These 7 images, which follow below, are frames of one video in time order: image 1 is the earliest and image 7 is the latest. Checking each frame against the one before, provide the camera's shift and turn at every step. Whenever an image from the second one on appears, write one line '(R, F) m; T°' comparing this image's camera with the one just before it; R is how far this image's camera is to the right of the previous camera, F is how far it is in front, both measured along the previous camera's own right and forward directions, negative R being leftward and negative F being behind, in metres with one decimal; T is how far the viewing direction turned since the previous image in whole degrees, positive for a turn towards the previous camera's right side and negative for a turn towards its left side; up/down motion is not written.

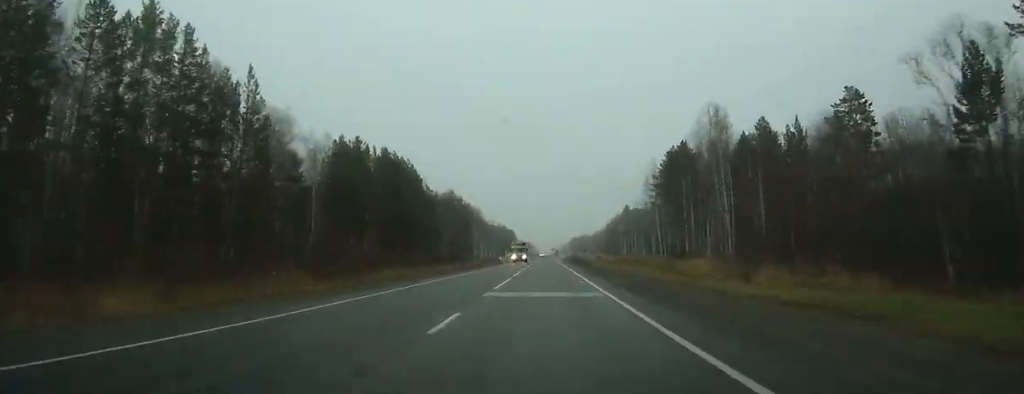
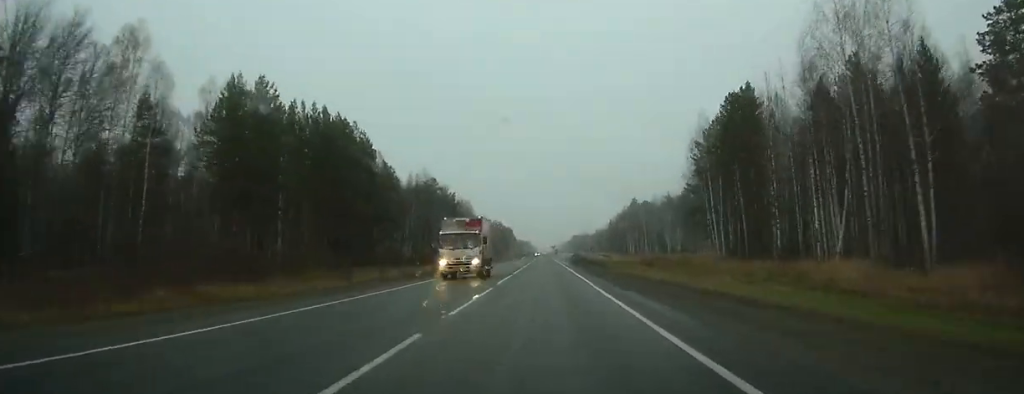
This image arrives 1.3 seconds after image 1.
(0.0, +34.0) m; 0°
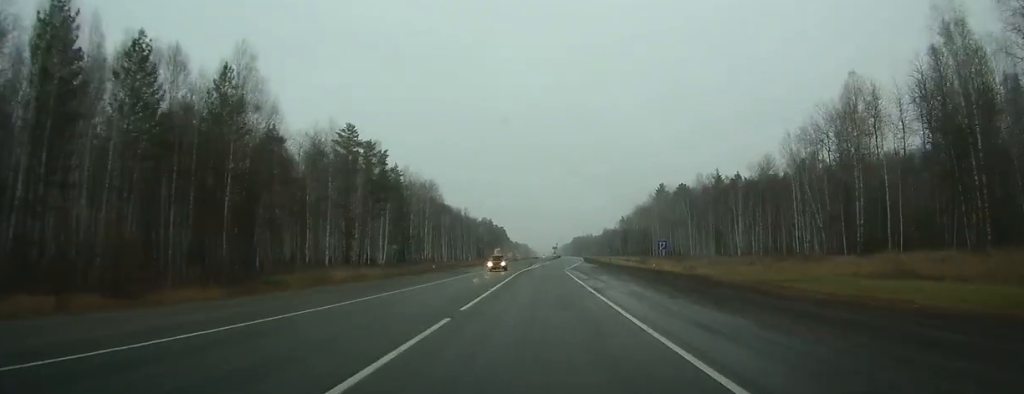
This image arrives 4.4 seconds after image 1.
(+0.1, +82.2) m; 0°
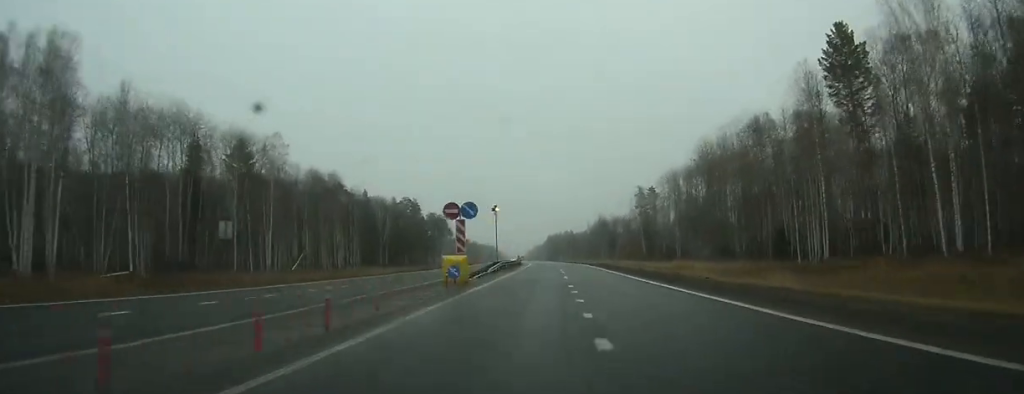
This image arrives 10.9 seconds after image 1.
(+4.5, +171.1) m; +2°
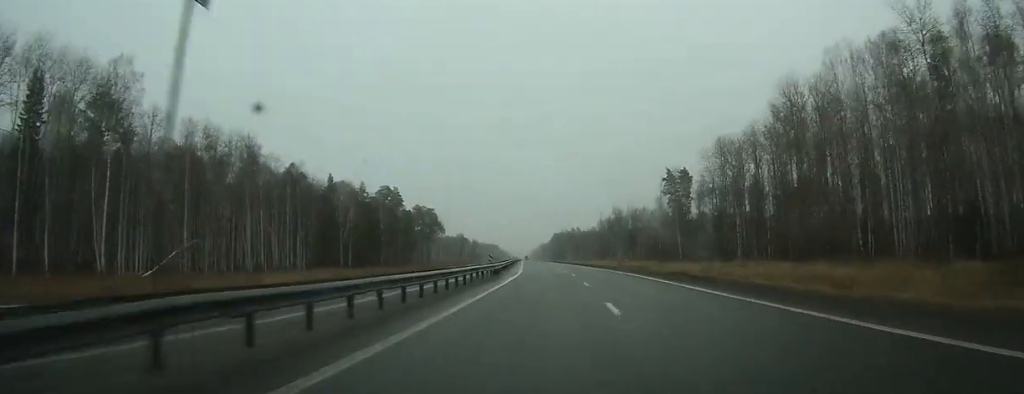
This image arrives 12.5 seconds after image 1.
(0.0, +43.3) m; 0°
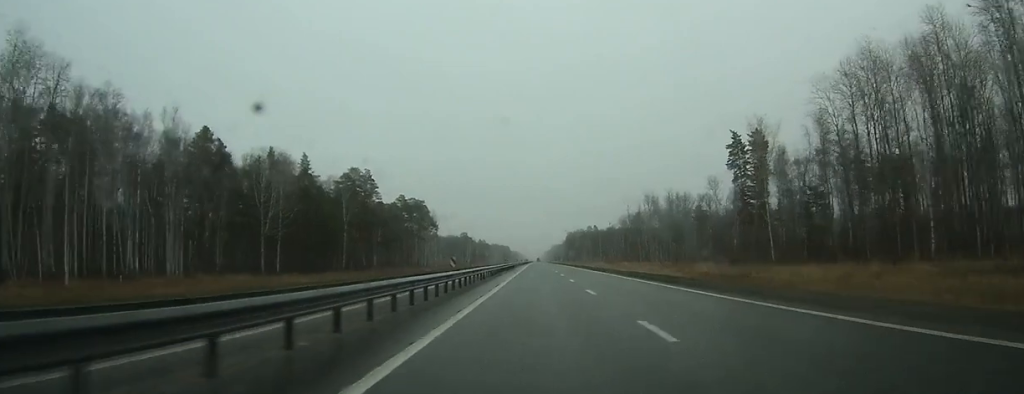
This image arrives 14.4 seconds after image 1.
(-0.2, +52.8) m; -1°
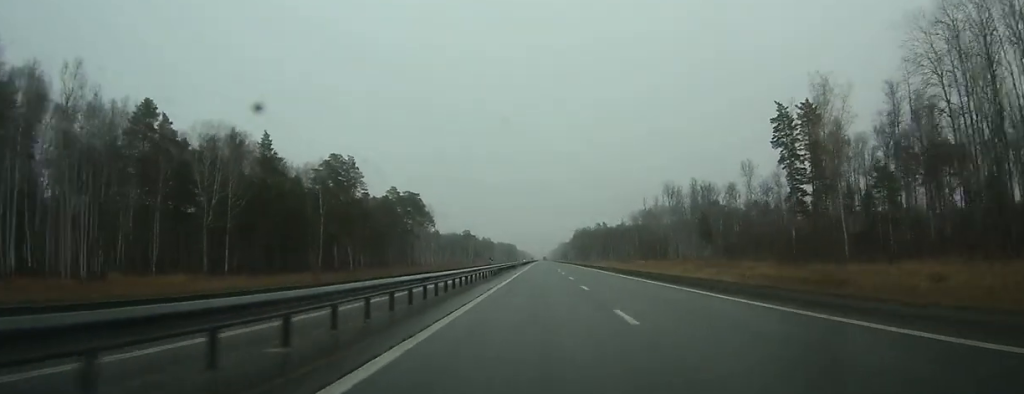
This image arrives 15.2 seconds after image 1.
(-0.2, +22.1) m; 0°
